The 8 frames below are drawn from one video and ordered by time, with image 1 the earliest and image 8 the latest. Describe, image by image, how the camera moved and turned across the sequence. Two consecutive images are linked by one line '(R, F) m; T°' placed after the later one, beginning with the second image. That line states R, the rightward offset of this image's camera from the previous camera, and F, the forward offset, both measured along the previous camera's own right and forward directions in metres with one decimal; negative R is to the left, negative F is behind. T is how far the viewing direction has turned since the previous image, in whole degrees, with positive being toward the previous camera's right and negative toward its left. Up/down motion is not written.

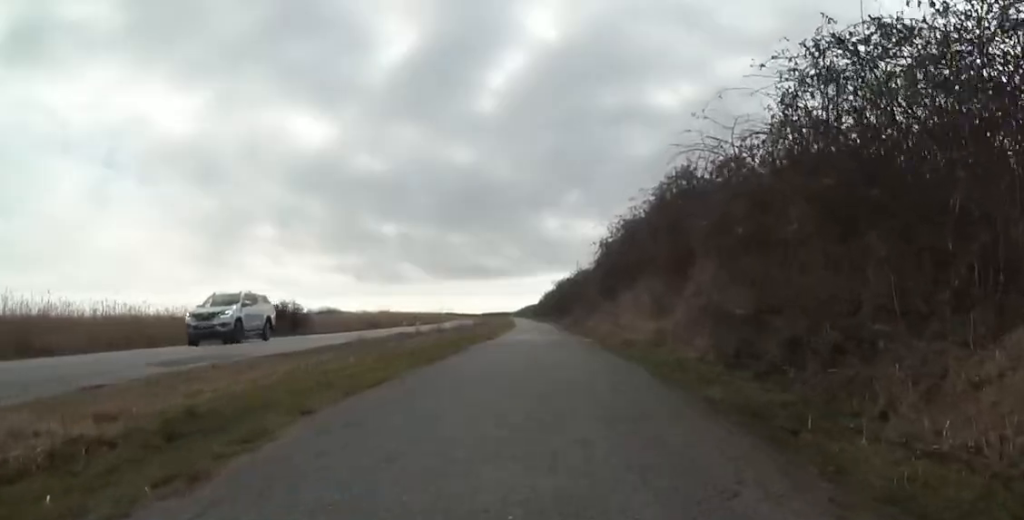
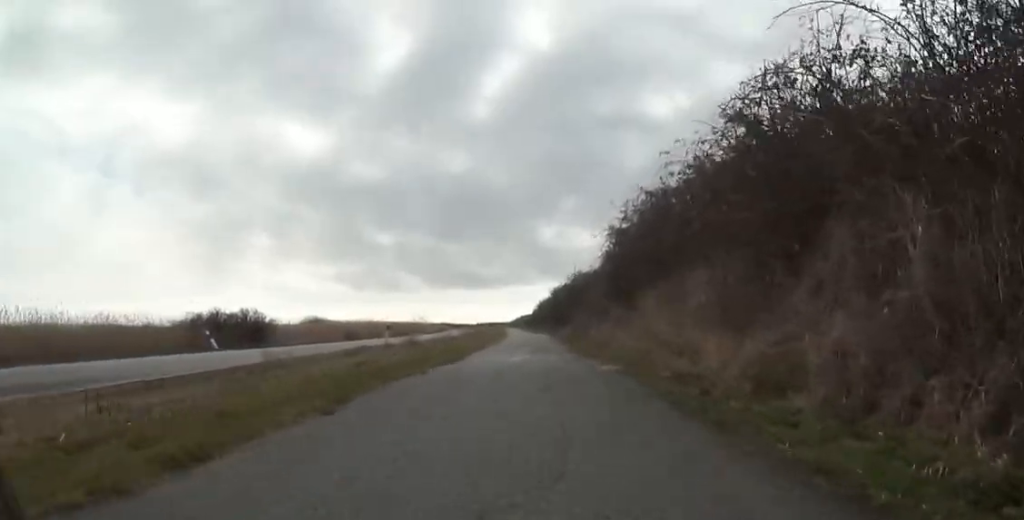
(+0.5, +6.4) m; +4°
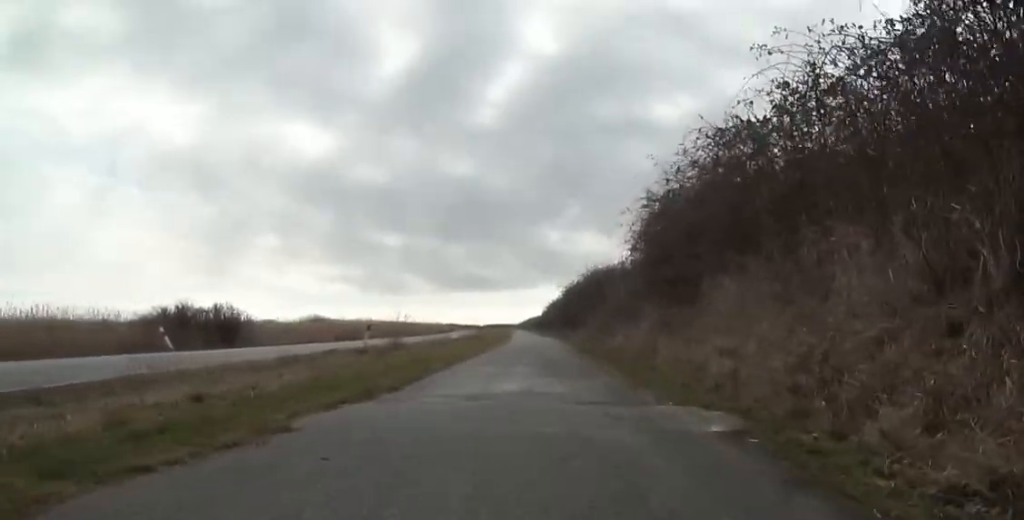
(0.0, +5.5) m; -3°
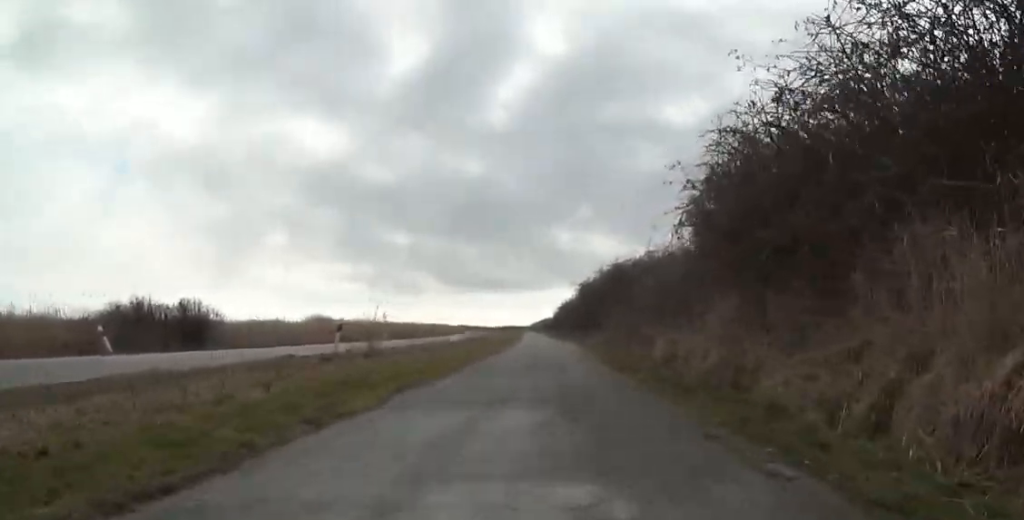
(-0.1, +5.8) m; -5°
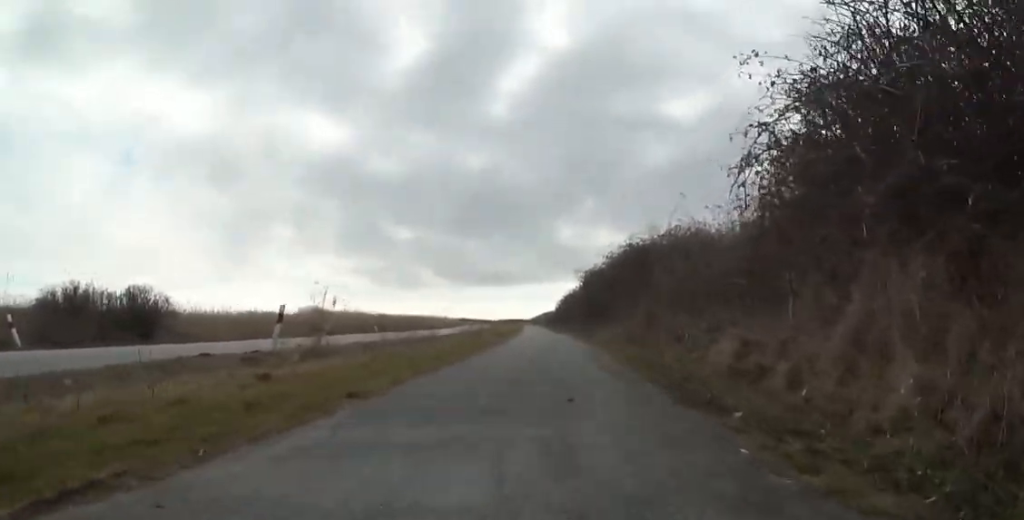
(-0.6, +5.3) m; 0°
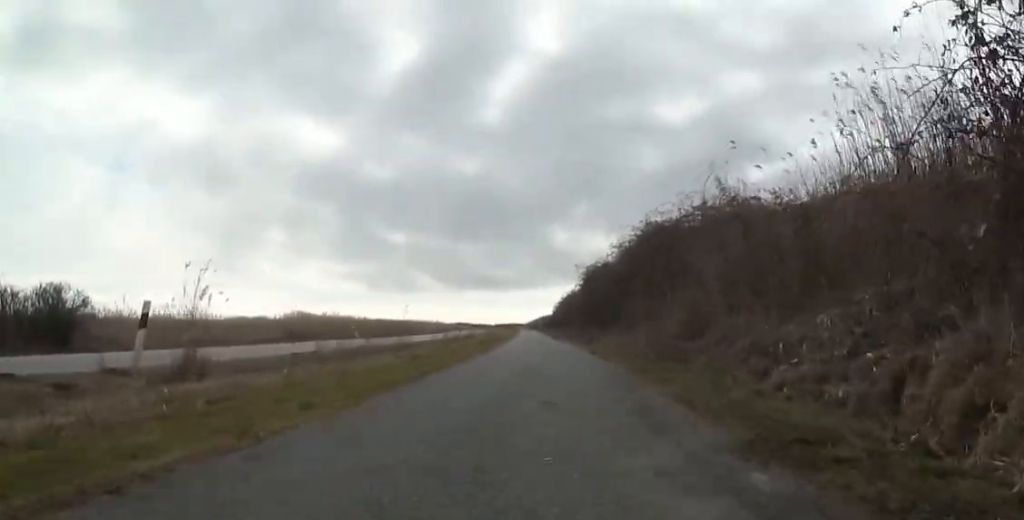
(+0.7, +6.1) m; +7°
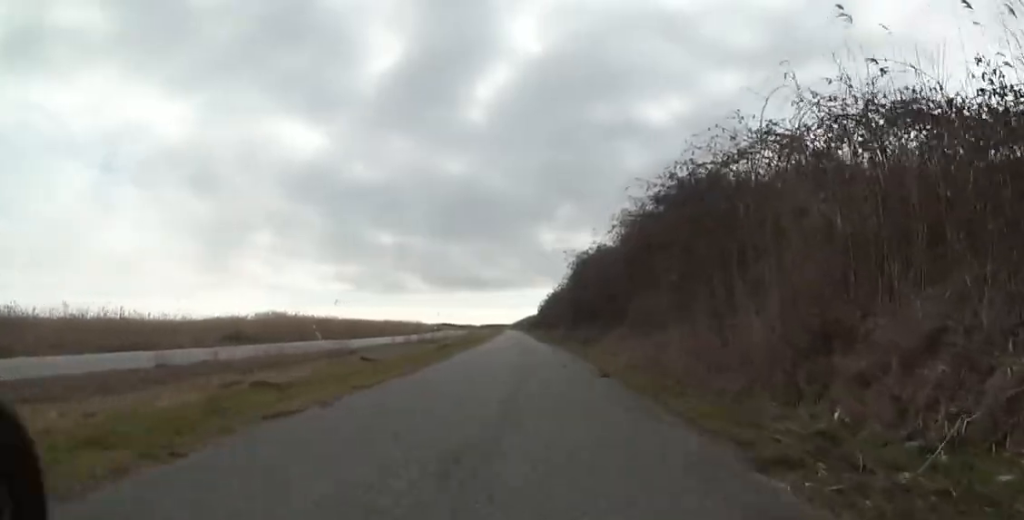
(+0.1, +6.7) m; +1°
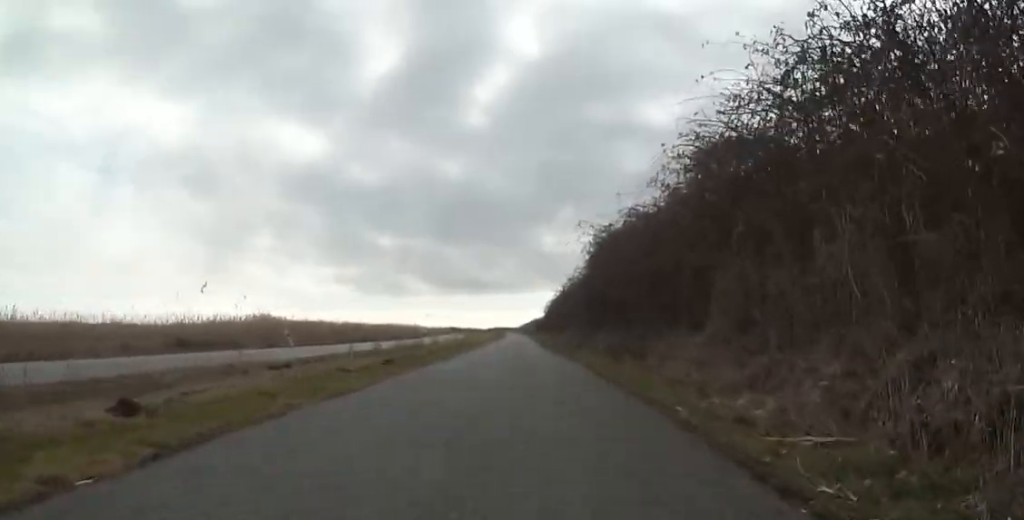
(0.0, +7.9) m; -3°
